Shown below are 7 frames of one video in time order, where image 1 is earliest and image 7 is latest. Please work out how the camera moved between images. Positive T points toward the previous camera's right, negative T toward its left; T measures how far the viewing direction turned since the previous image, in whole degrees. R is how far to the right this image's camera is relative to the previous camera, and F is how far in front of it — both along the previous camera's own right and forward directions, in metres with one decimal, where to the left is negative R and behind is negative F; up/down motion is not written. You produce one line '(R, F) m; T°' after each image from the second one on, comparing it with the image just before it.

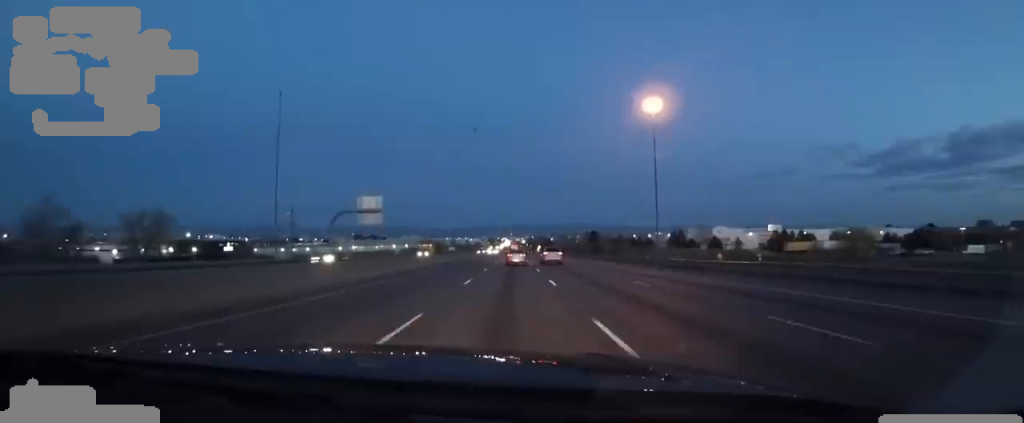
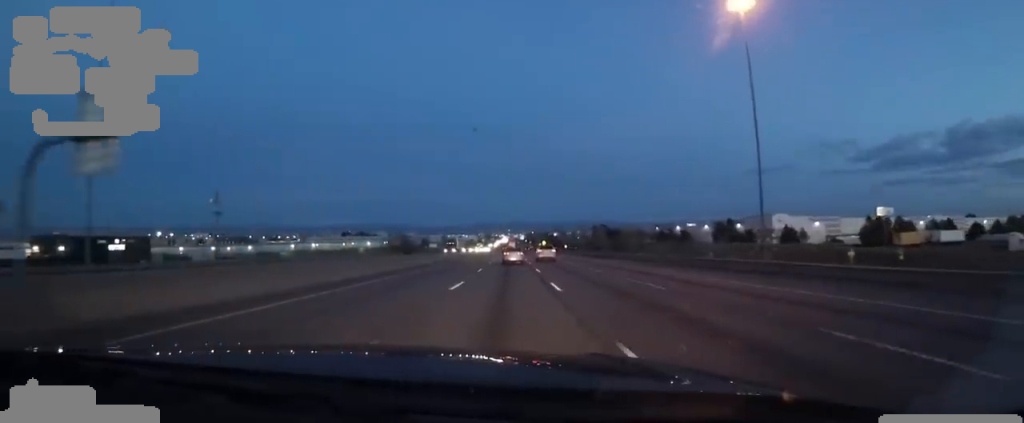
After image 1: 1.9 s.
(+0.4, +50.9) m; 0°
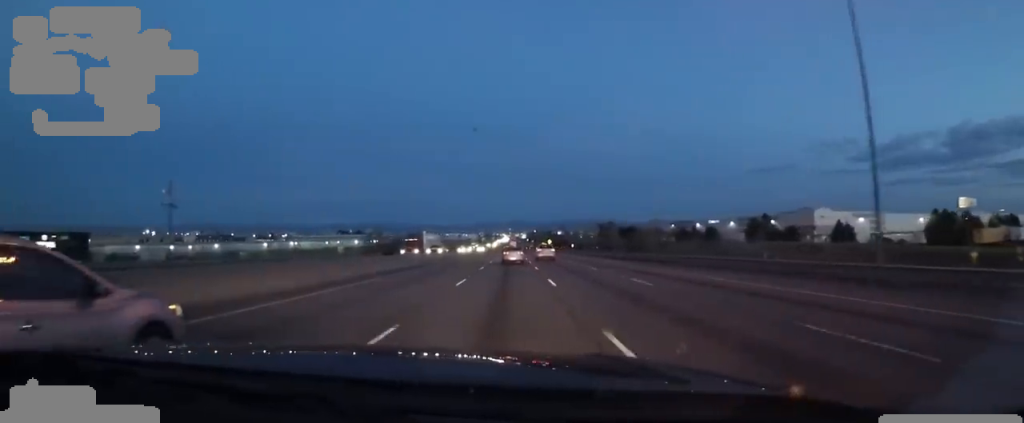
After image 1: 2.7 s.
(+0.1, +22.9) m; 0°
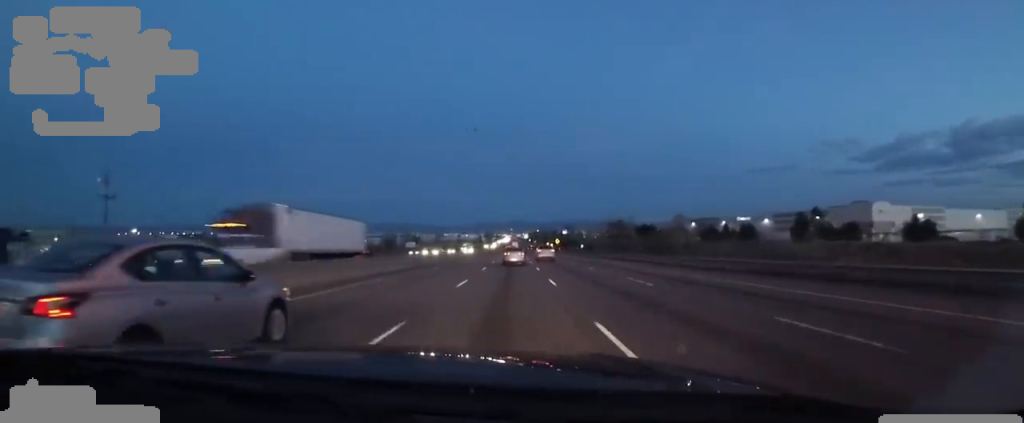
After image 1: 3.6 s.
(0.0, +24.2) m; 0°
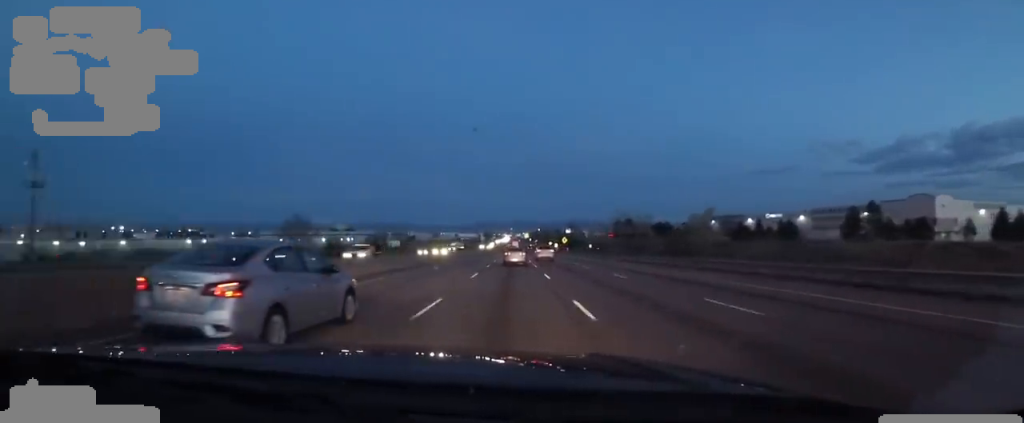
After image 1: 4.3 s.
(-0.1, +20.6) m; 0°
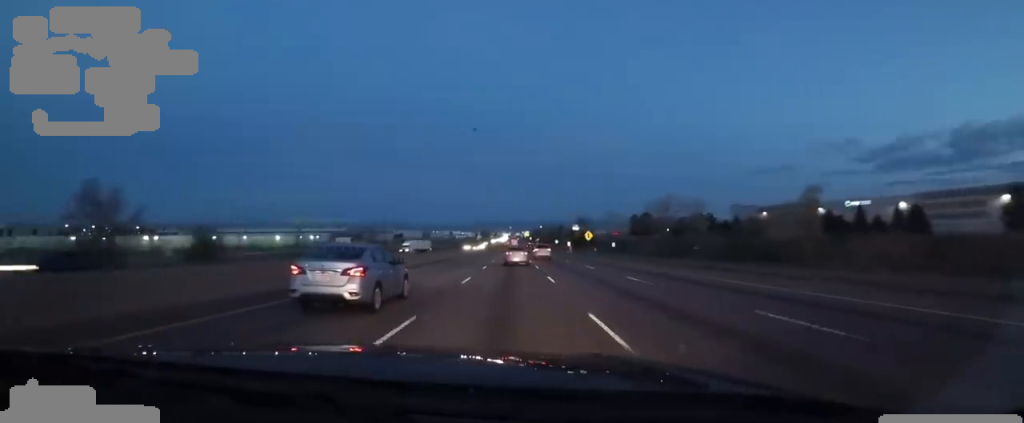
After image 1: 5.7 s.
(+0.4, +39.3) m; +1°
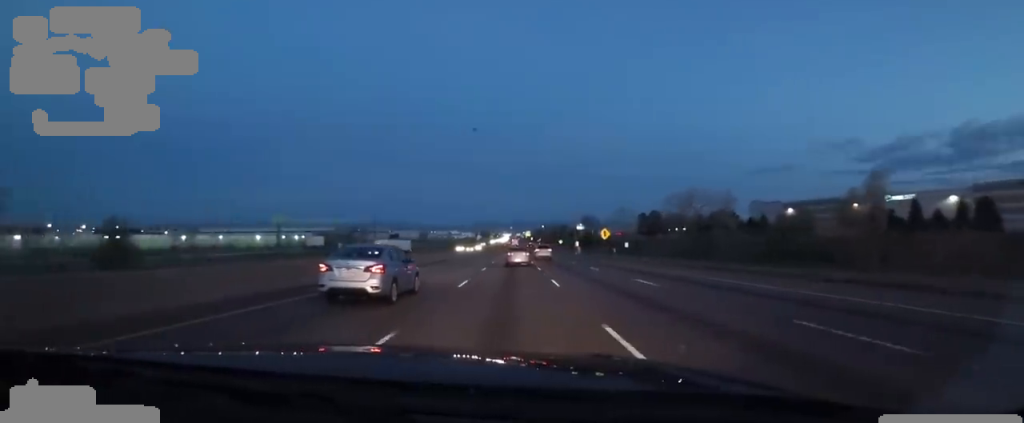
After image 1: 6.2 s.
(0.0, +13.5) m; 0°
